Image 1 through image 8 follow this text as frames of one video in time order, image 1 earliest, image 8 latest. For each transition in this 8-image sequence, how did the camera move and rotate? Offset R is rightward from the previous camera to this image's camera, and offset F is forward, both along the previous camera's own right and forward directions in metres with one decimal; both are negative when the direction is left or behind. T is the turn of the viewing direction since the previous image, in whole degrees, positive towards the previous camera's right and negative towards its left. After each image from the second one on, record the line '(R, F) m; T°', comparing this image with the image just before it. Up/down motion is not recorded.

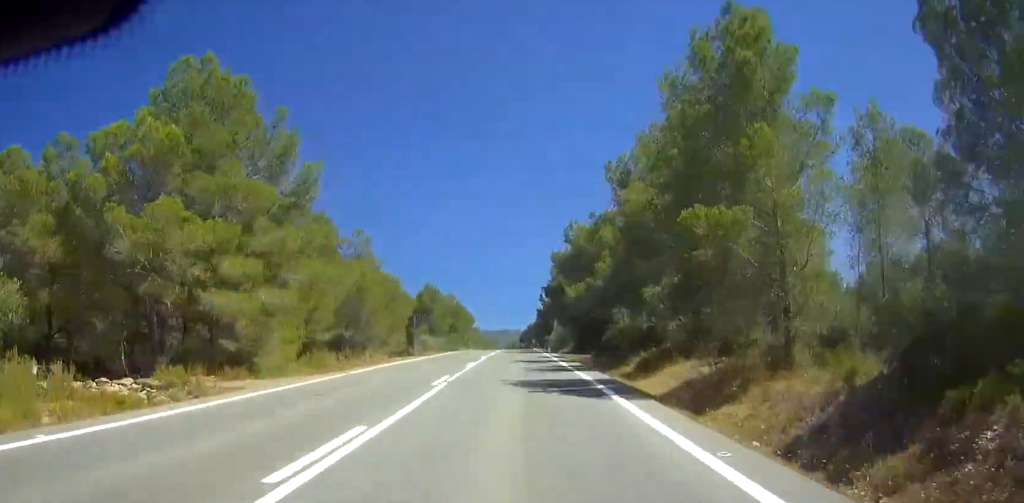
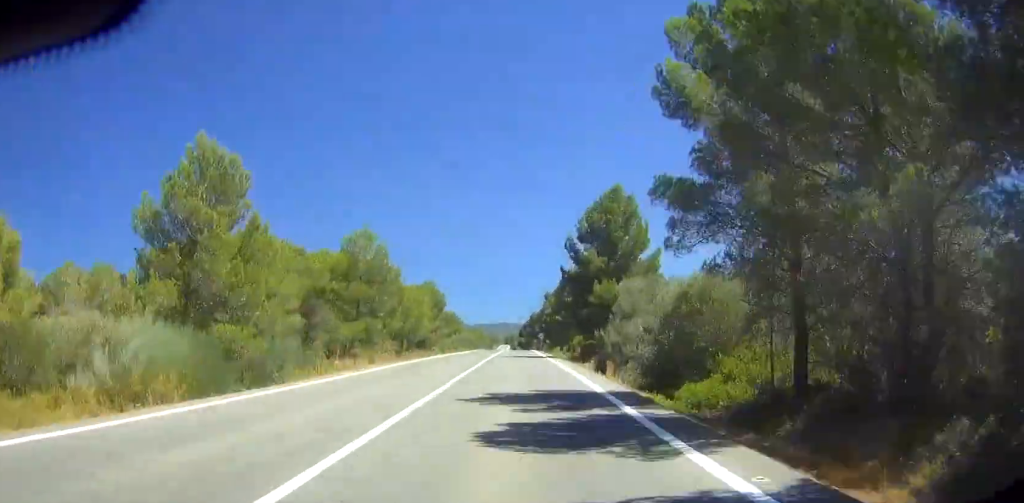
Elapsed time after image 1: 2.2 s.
(-0.2, +60.2) m; 0°
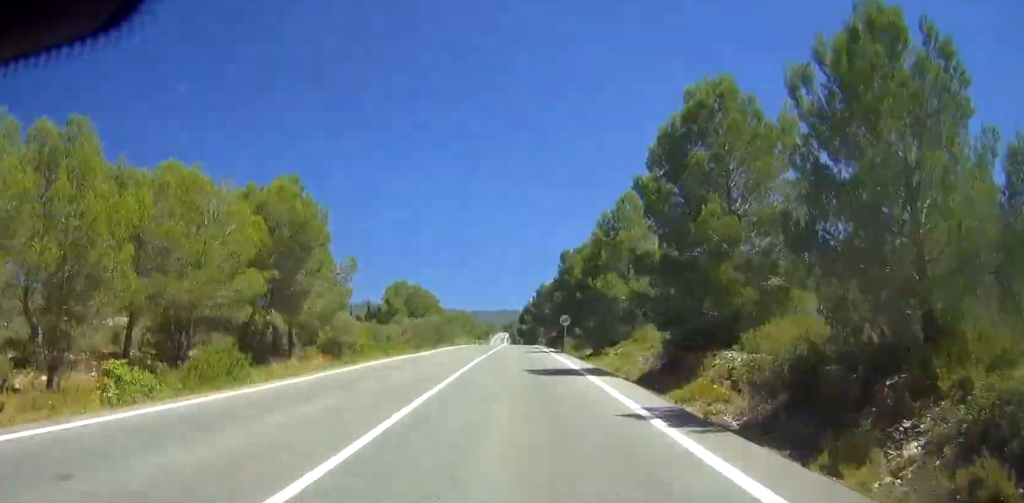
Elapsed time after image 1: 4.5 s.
(+0.1, +61.4) m; 0°
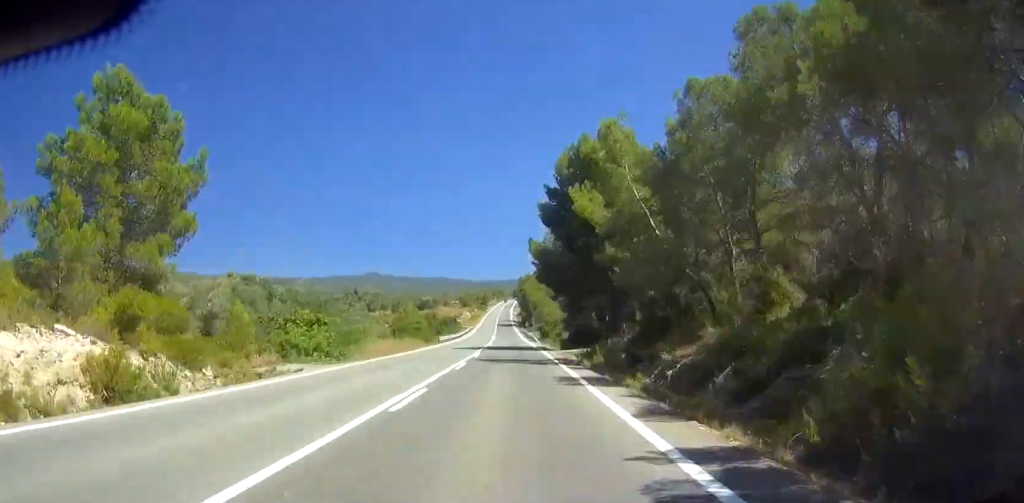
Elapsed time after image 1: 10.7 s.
(-1.3, +171.0) m; -1°
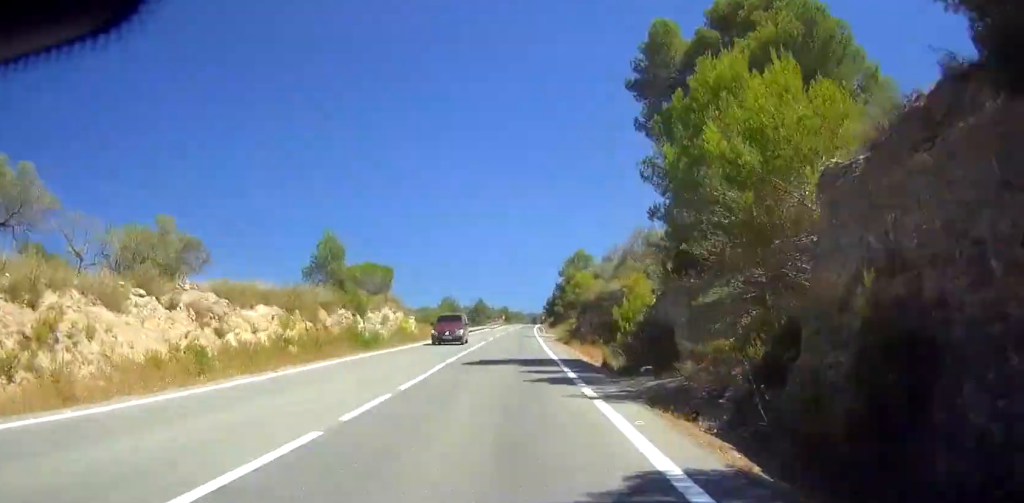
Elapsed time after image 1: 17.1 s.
(-1.2, +172.9) m; 0°
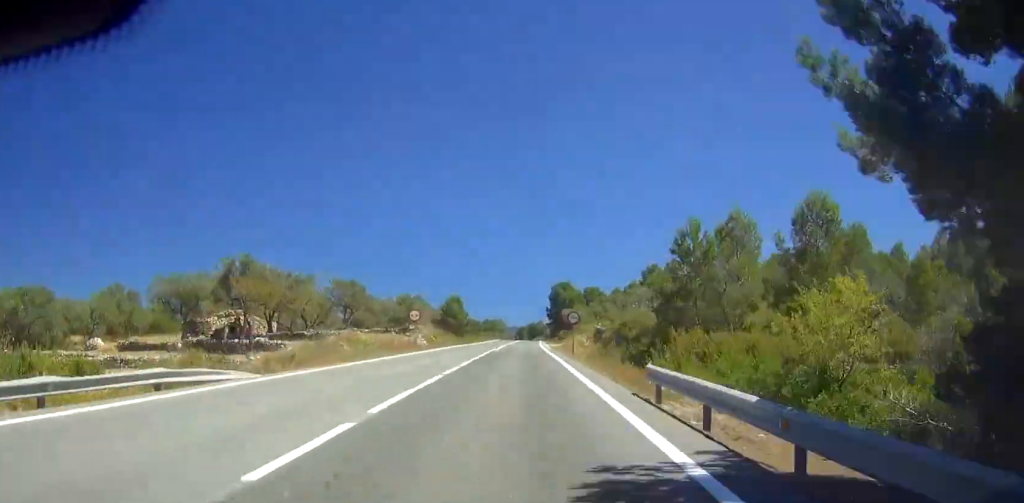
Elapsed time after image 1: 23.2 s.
(+1.3, +163.1) m; +1°
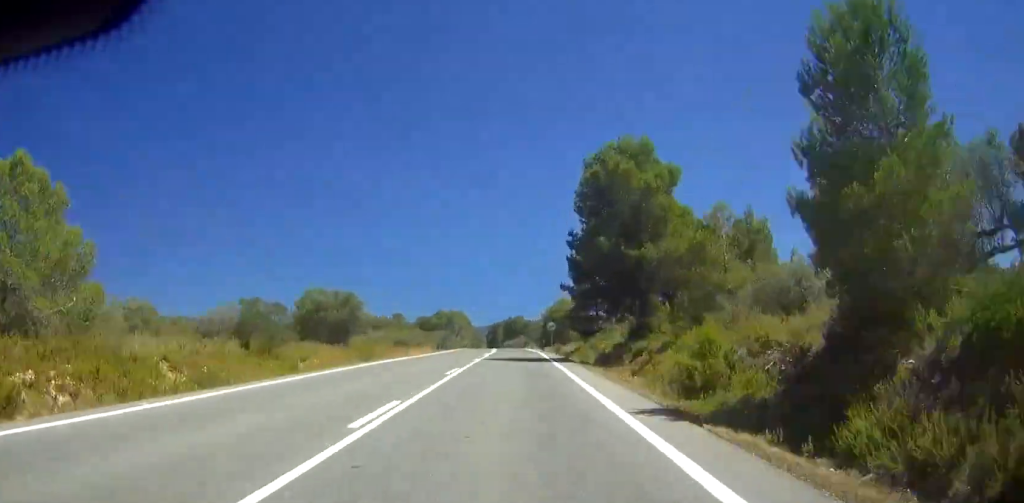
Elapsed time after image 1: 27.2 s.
(+0.8, +107.6) m; 0°
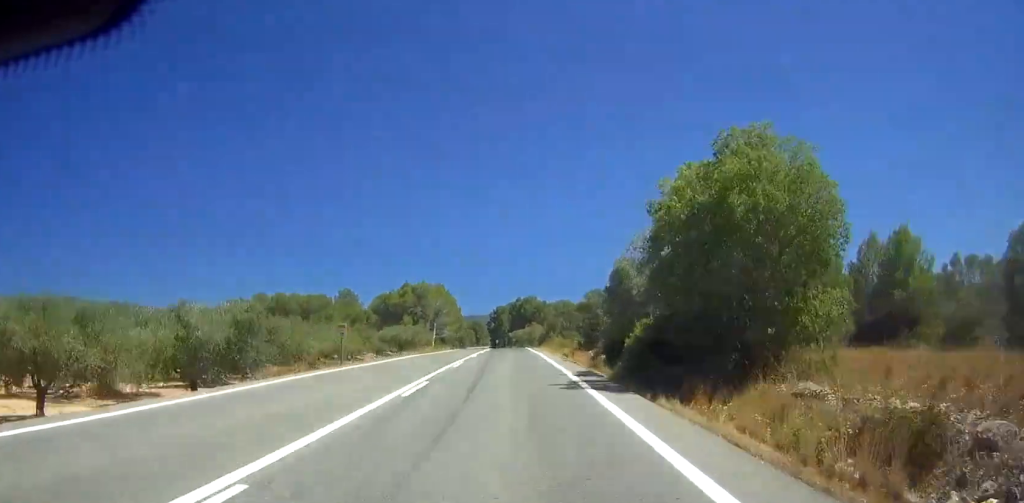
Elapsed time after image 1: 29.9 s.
(+0.7, +73.3) m; -1°
